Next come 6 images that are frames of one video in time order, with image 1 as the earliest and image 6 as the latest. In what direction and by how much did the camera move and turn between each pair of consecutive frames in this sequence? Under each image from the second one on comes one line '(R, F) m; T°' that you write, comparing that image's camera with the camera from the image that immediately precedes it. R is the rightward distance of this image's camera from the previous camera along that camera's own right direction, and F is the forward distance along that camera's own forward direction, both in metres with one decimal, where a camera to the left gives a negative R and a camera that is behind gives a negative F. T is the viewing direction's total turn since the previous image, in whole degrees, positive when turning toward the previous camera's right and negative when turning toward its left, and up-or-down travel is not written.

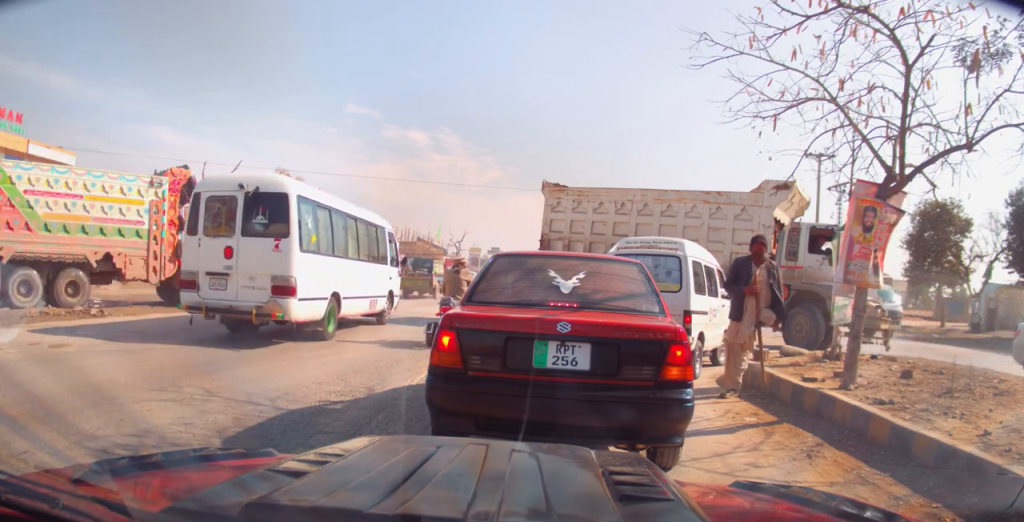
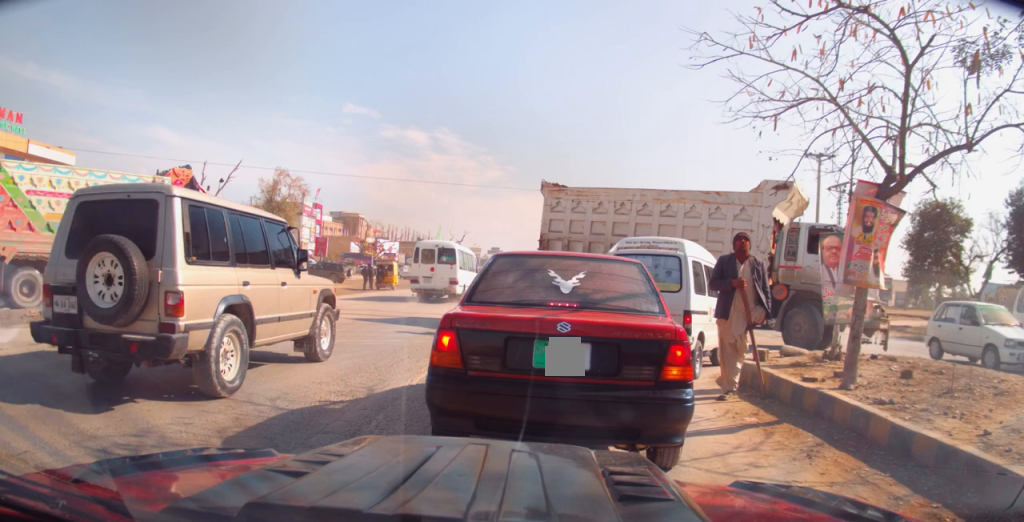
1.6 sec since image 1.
(0.0, 0.0) m; 0°
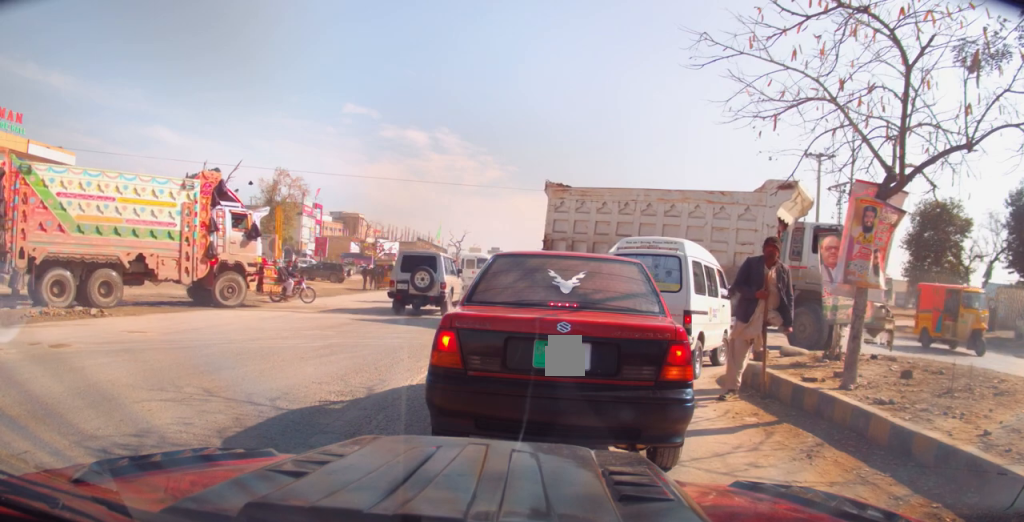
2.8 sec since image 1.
(0.0, 0.0) m; 0°
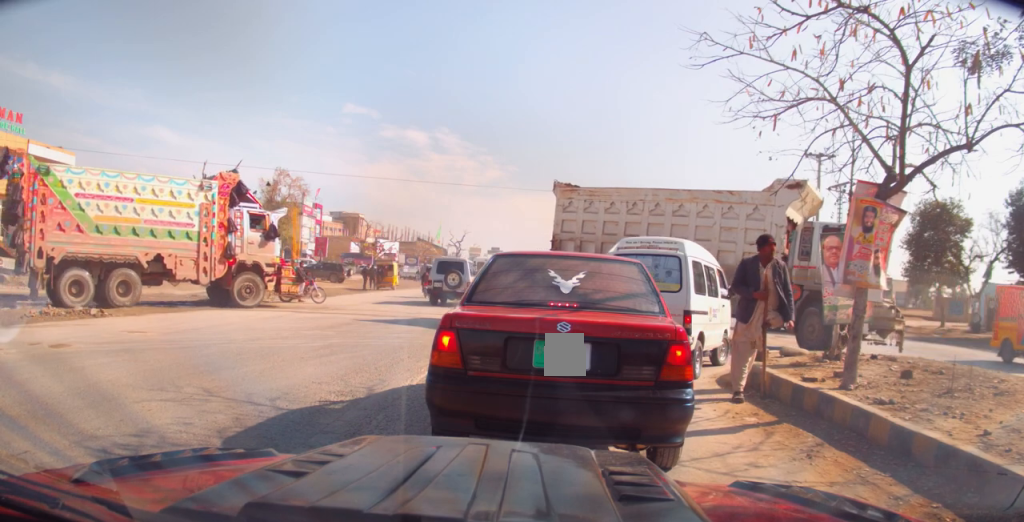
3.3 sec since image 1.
(0.0, 0.0) m; 0°
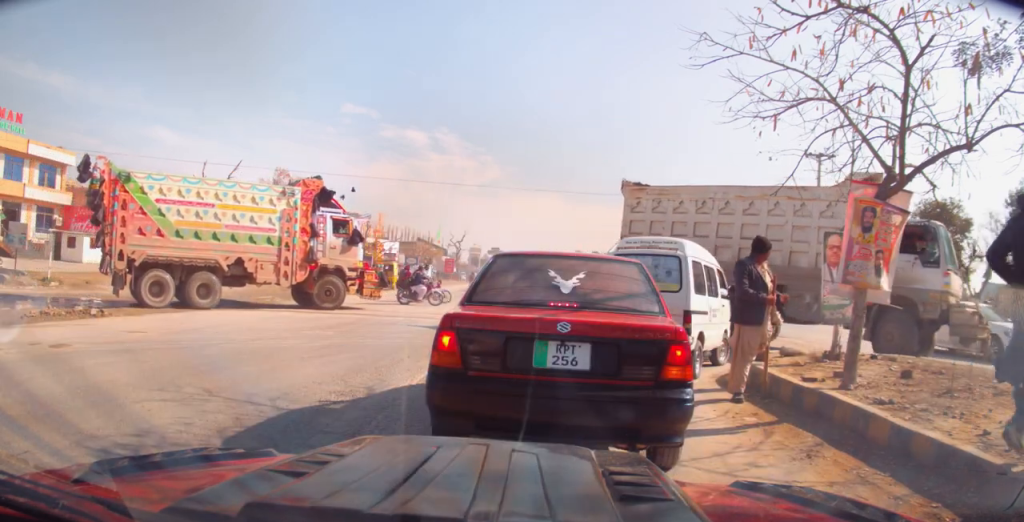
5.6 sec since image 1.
(0.0, 0.0) m; 0°
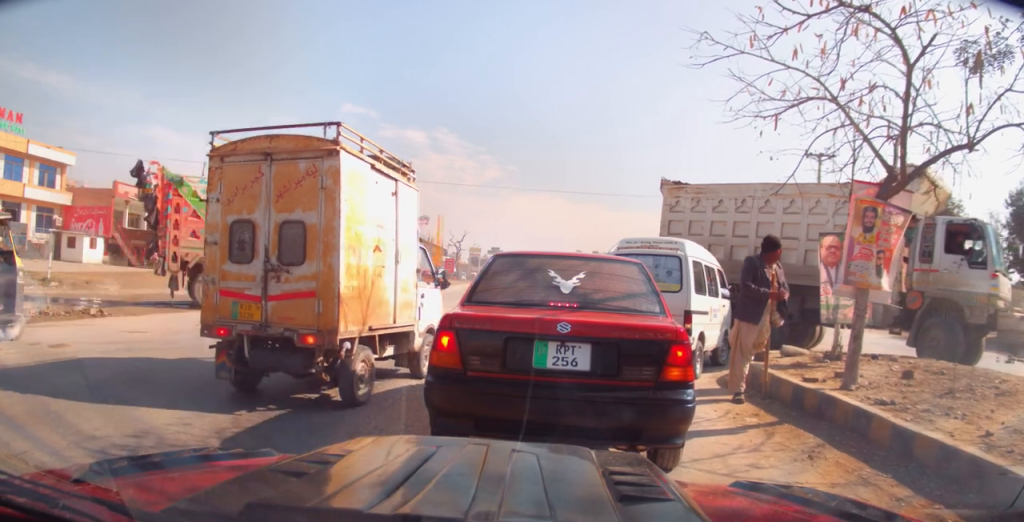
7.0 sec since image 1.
(0.0, 0.0) m; 0°
